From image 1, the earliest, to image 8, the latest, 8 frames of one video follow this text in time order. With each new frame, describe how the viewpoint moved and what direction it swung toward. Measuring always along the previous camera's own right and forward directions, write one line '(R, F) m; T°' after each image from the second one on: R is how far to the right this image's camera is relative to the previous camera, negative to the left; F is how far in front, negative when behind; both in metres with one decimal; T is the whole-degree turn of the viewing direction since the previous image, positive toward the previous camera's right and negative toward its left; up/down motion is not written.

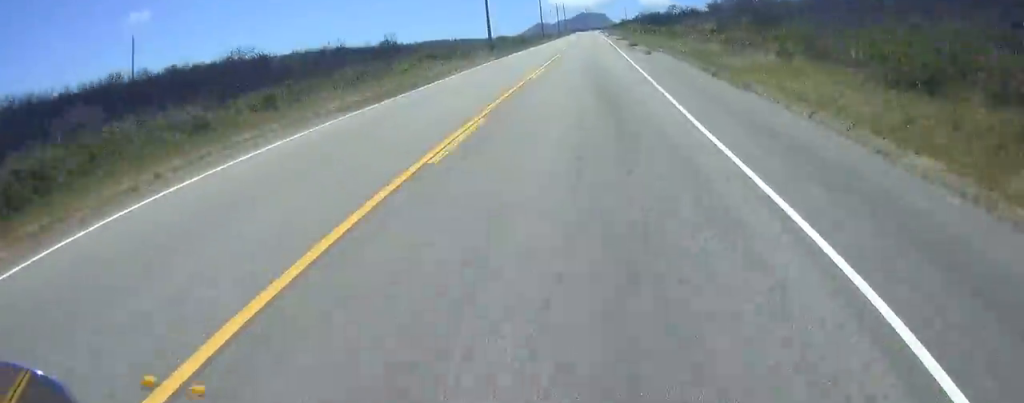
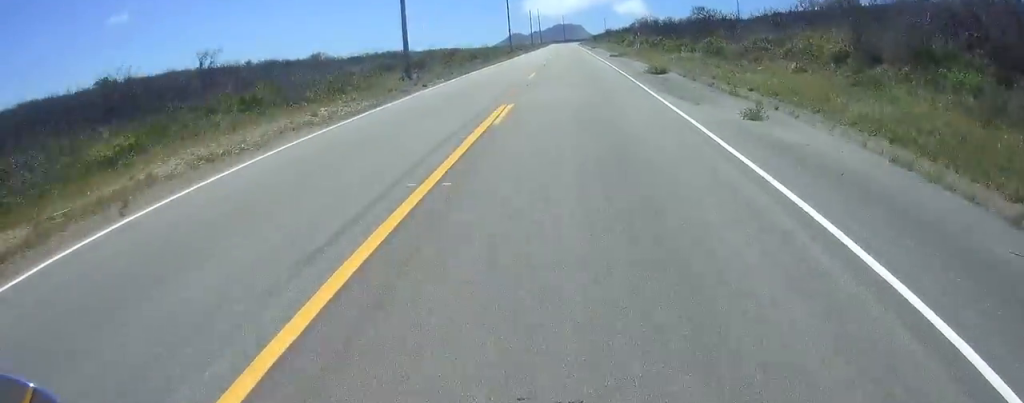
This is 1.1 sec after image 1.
(-1.7, +25.4) m; -3°
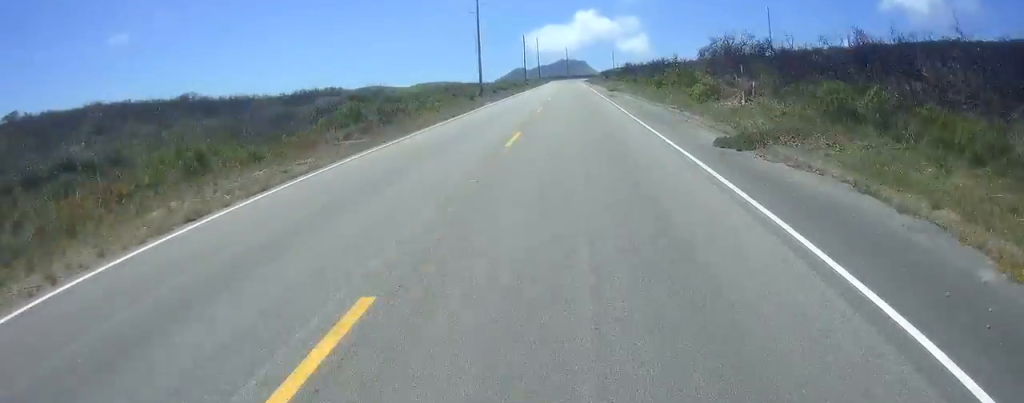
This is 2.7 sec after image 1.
(+0.6, +39.2) m; +2°
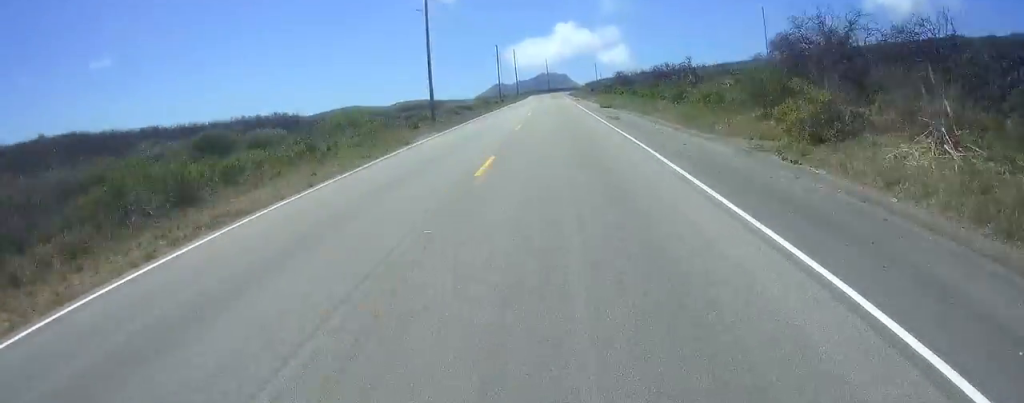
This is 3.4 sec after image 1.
(+0.2, +16.4) m; 0°
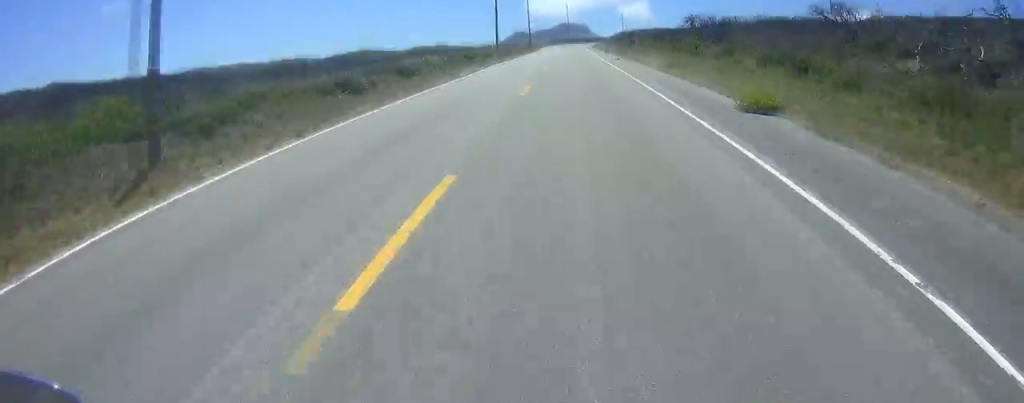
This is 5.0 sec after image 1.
(-0.4, +37.5) m; 0°
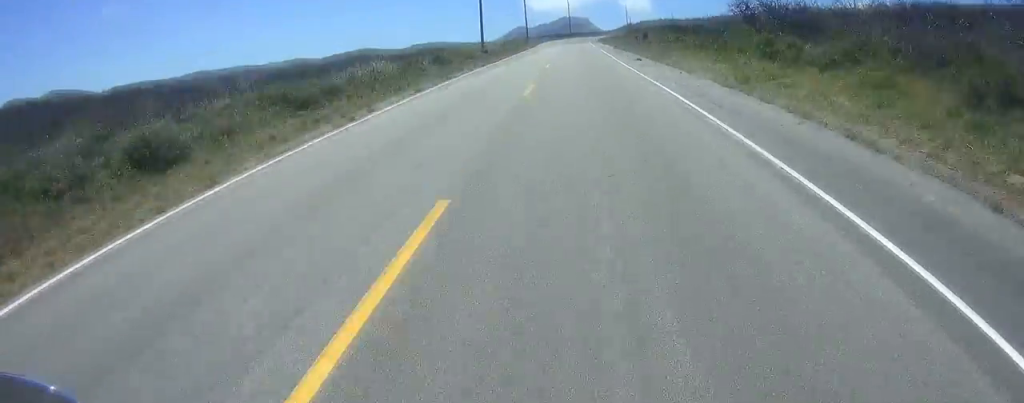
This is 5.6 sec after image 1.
(0.0, +15.3) m; 0°
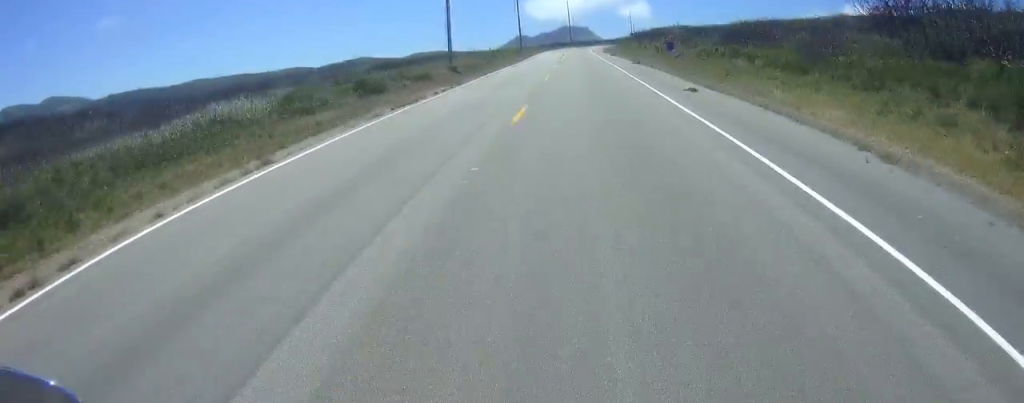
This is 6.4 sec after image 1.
(+0.1, +17.9) m; 0°
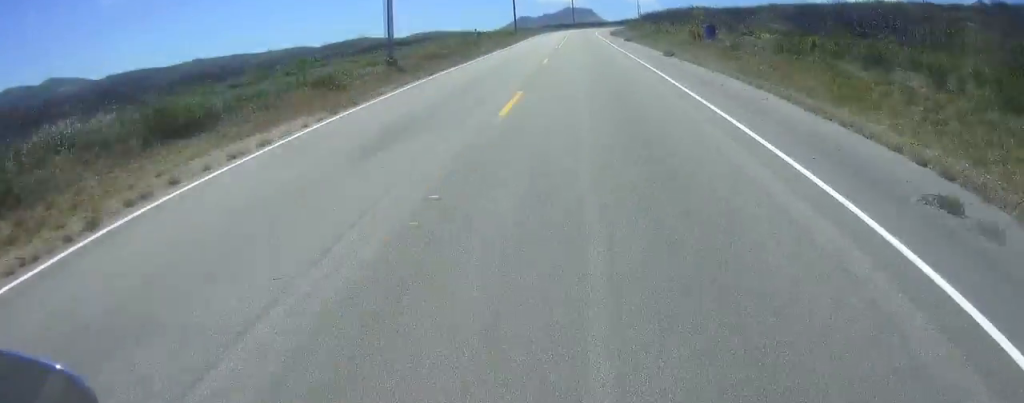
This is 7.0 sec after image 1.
(0.0, +16.3) m; 0°
